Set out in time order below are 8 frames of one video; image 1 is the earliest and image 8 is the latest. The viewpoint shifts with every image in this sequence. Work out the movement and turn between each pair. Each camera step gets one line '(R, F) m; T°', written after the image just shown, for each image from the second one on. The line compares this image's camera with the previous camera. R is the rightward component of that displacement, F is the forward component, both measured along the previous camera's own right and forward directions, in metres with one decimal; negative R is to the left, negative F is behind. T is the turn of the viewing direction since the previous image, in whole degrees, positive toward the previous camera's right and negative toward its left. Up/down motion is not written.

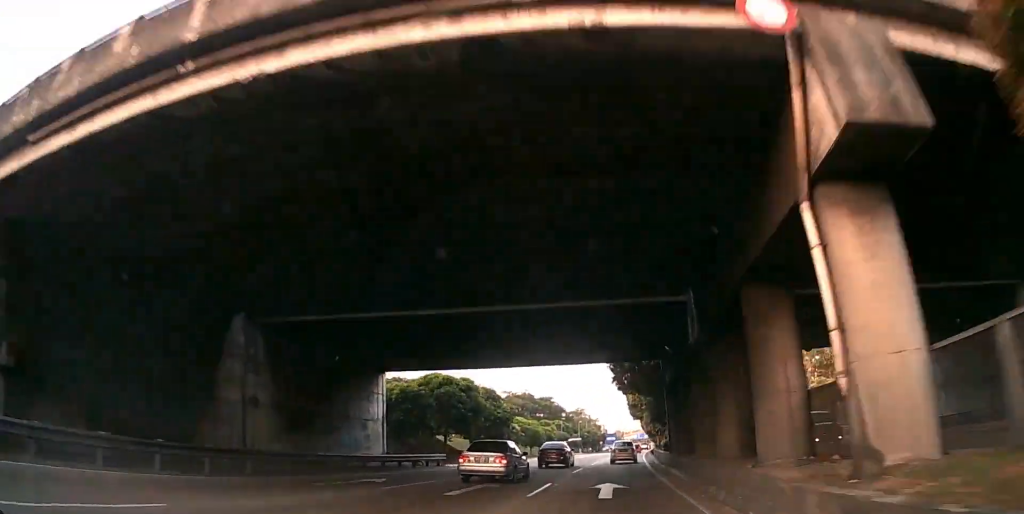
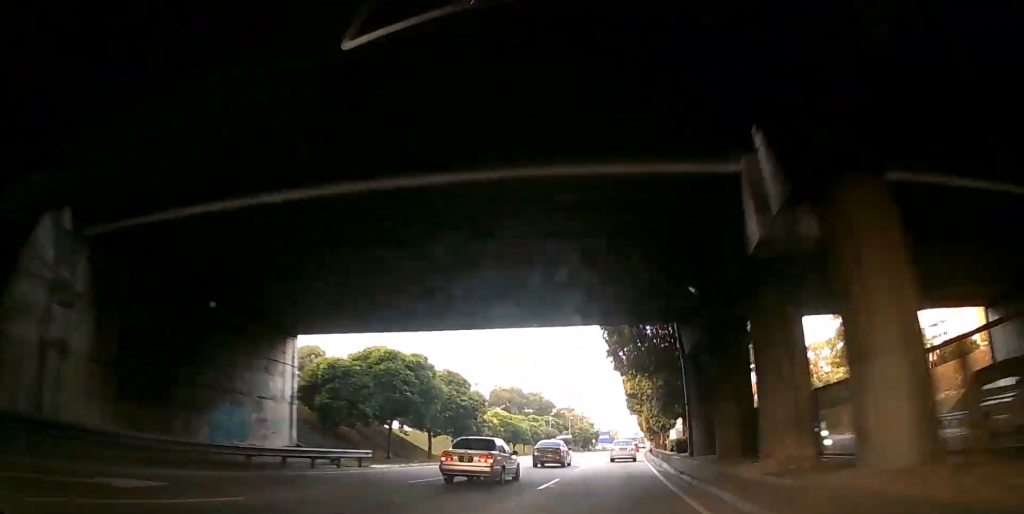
(0.0, +9.4) m; +1°
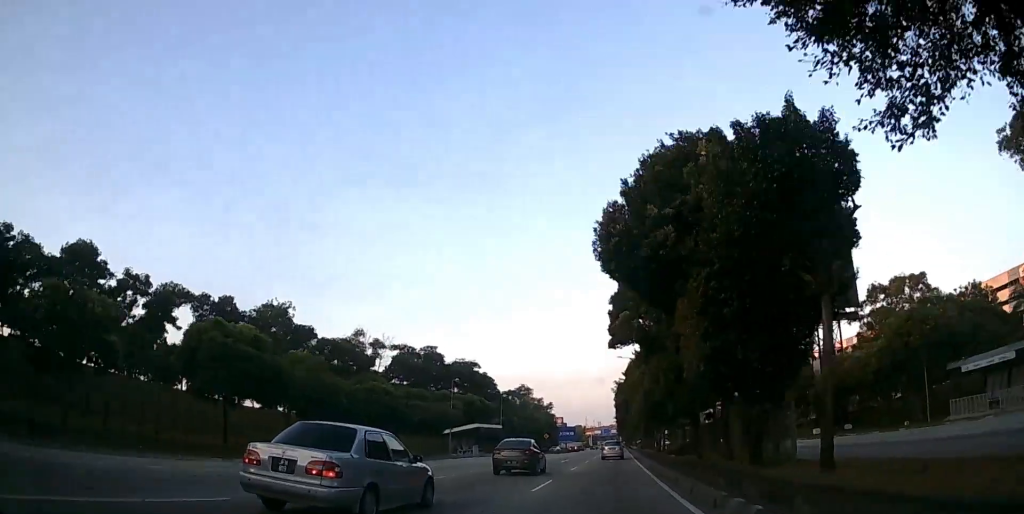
(+1.5, +48.4) m; +3°
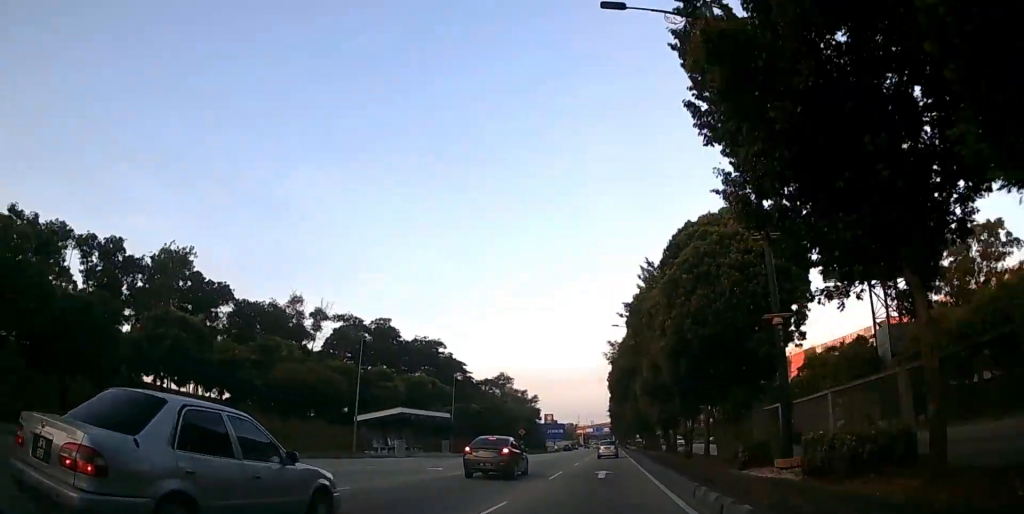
(+0.2, +18.3) m; +1°
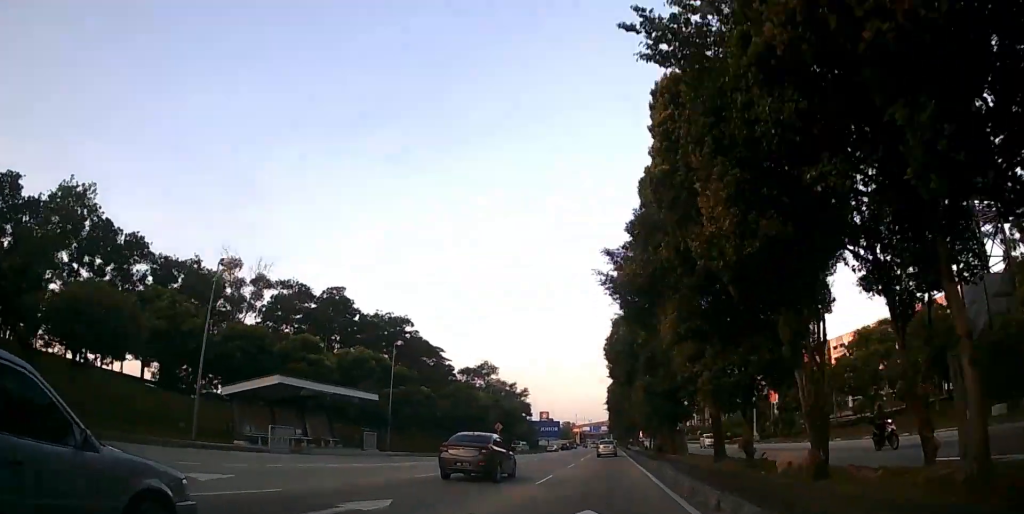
(+0.1, +14.7) m; 0°
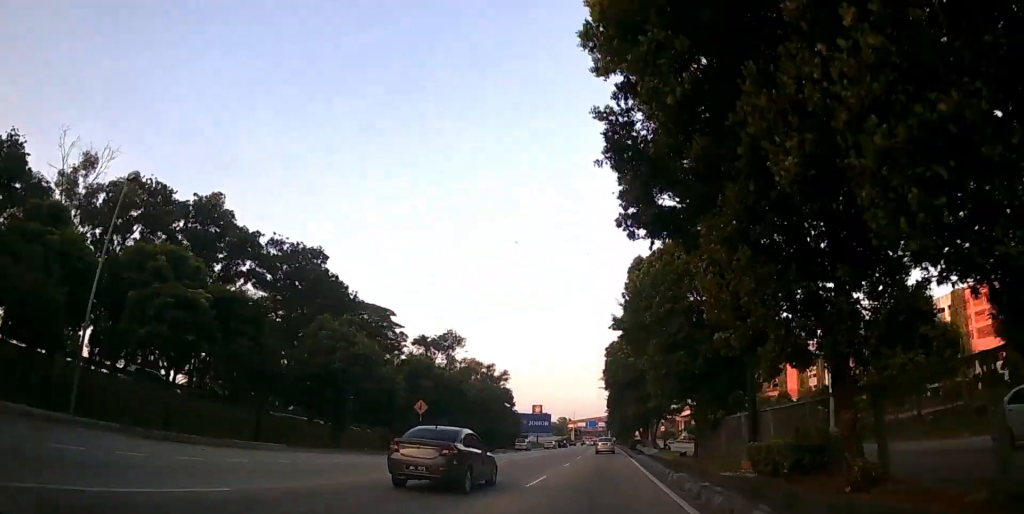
(0.0, +25.5) m; 0°
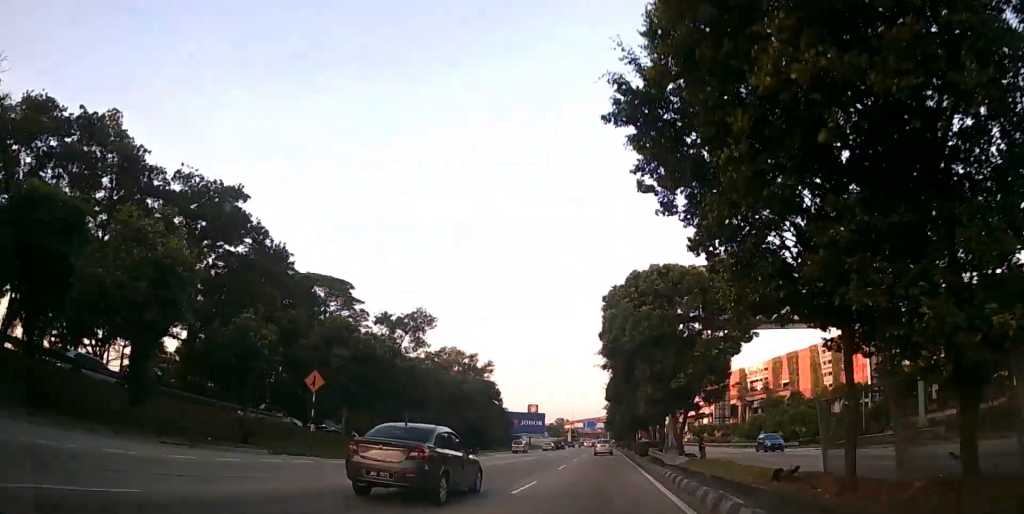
(+0.1, +13.8) m; 0°
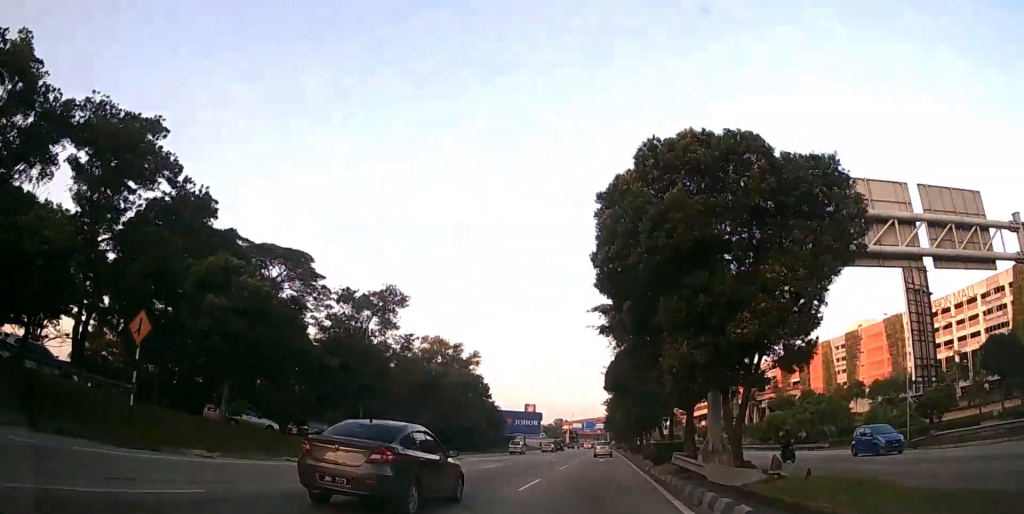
(0.0, +11.0) m; 0°
